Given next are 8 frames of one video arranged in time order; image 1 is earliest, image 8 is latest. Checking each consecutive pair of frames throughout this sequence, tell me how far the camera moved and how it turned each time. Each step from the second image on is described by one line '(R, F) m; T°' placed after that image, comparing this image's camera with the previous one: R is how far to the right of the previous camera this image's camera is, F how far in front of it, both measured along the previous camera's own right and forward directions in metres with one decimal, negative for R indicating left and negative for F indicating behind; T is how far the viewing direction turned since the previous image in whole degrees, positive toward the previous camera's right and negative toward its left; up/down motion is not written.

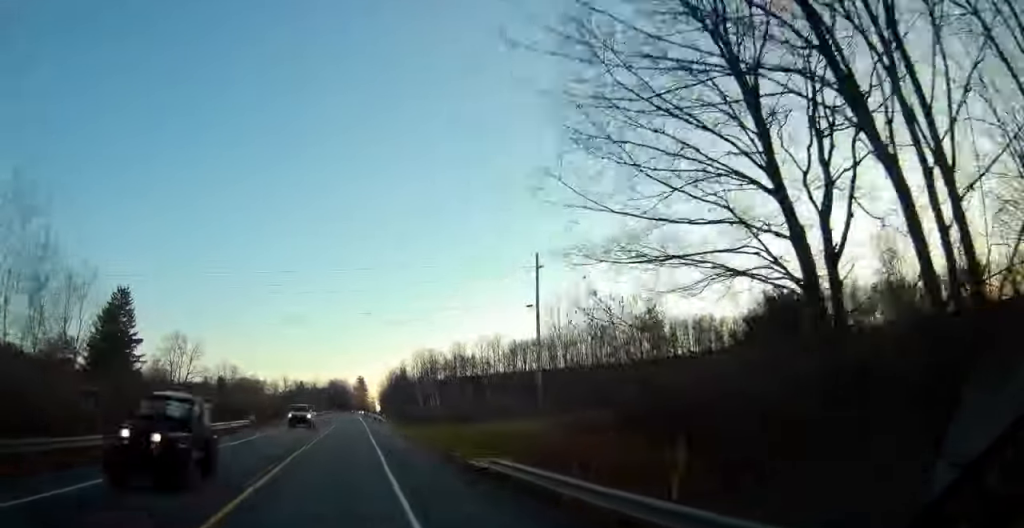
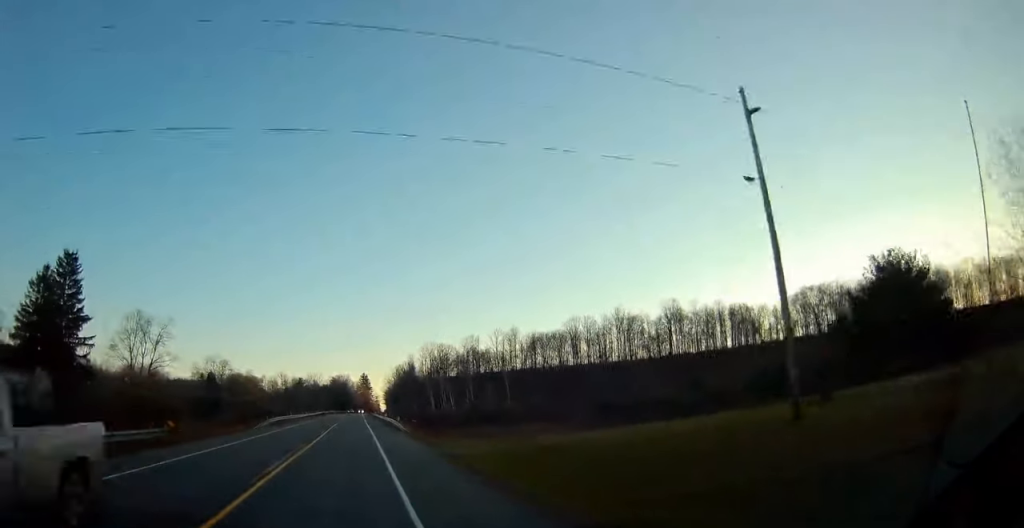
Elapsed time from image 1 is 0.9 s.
(0.0, +21.1) m; 0°
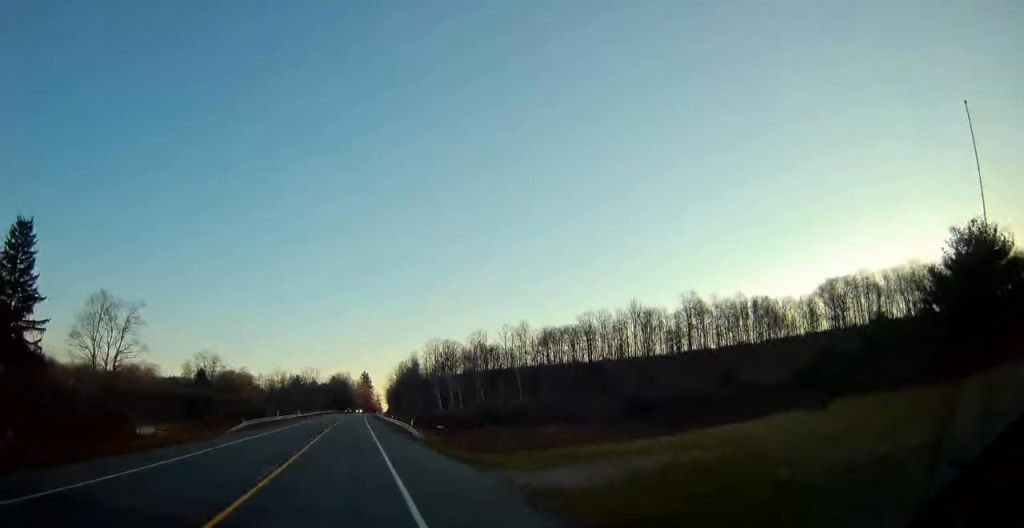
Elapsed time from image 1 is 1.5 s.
(-0.1, +13.3) m; 0°
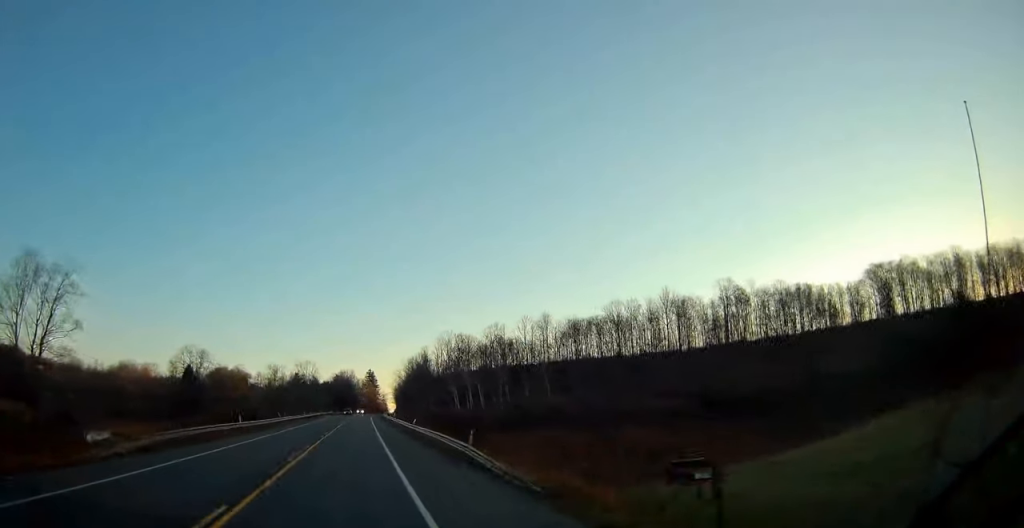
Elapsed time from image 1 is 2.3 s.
(-0.1, +20.3) m; -1°
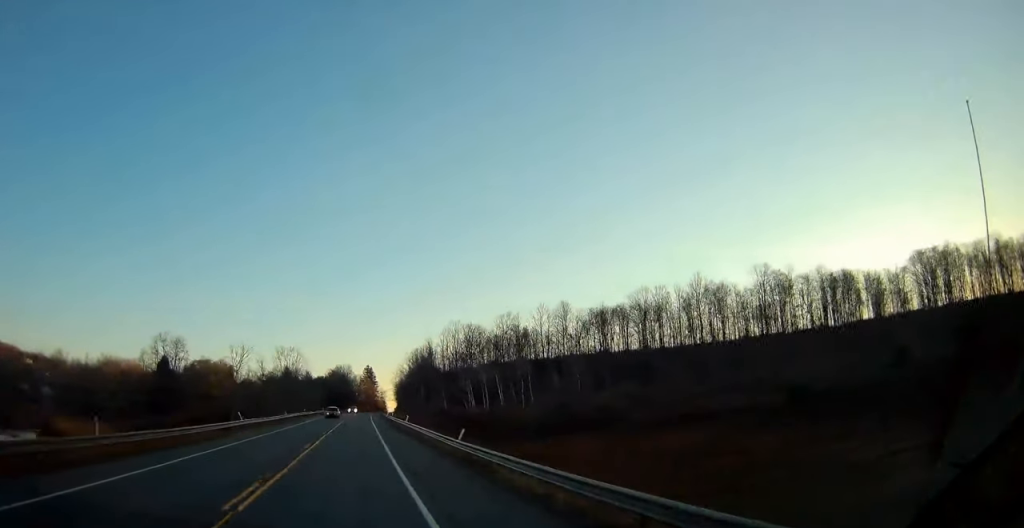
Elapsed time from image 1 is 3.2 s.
(-0.1, +20.9) m; 0°
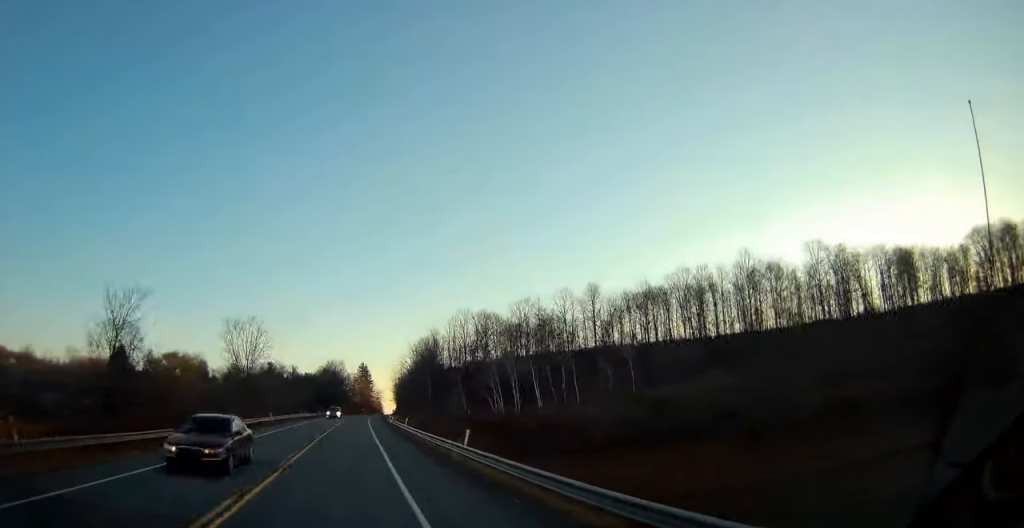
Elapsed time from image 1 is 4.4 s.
(+0.1, +26.9) m; 0°
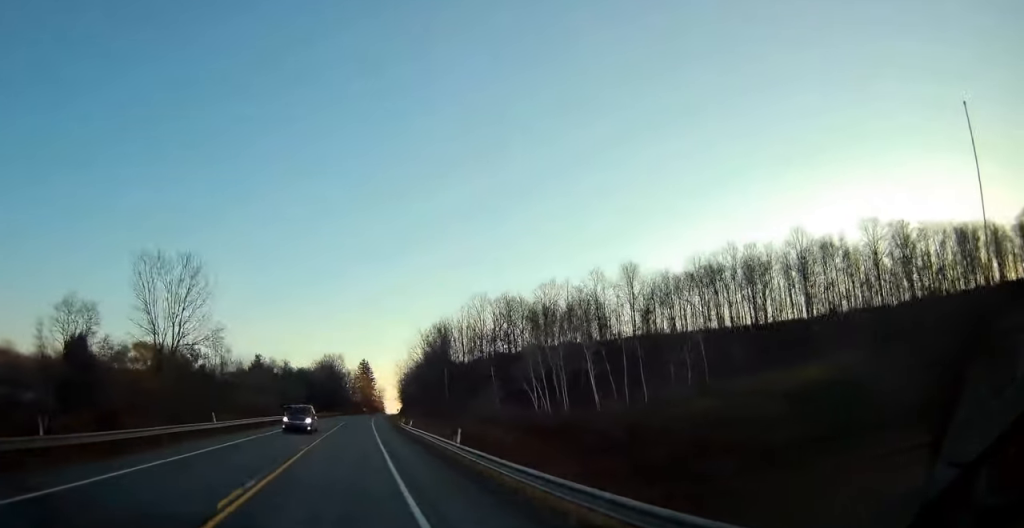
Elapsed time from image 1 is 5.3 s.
(+0.1, +21.5) m; +1°
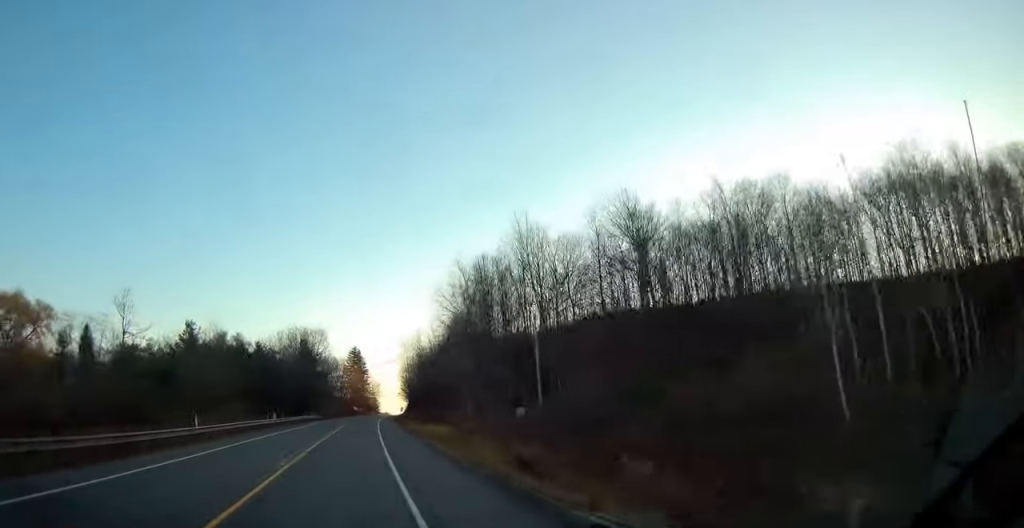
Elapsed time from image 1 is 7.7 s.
(-0.3, +54.2) m; 0°
